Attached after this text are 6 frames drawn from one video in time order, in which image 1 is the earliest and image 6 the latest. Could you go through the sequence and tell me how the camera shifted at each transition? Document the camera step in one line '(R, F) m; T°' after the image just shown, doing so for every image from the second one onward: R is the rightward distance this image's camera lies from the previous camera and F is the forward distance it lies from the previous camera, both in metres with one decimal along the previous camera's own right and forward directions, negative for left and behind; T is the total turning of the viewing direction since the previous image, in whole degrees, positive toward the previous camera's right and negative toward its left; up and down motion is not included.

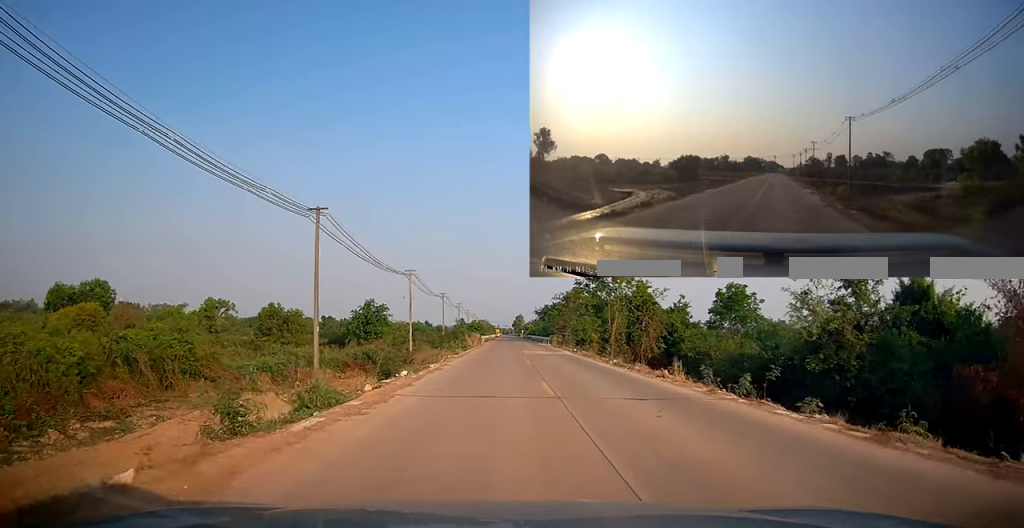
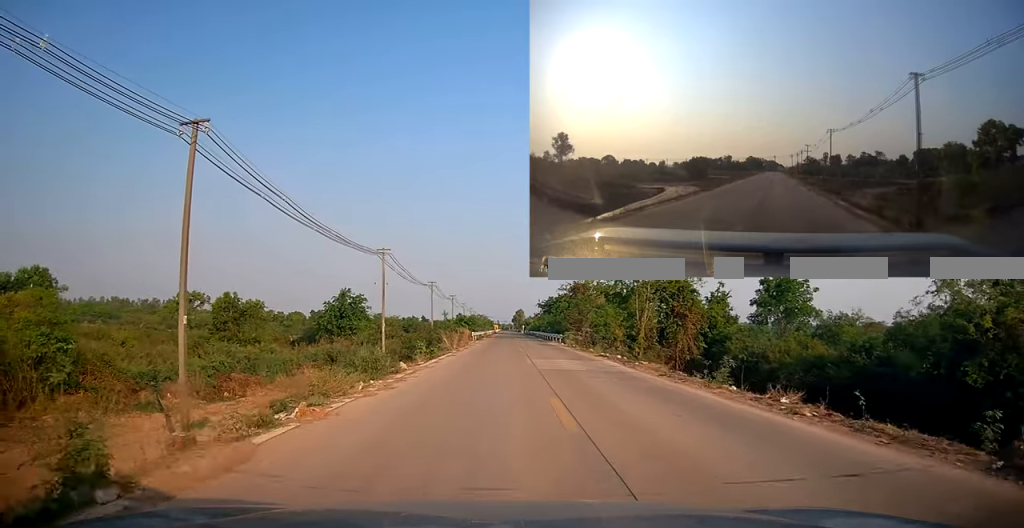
(+0.5, +16.2) m; +3°
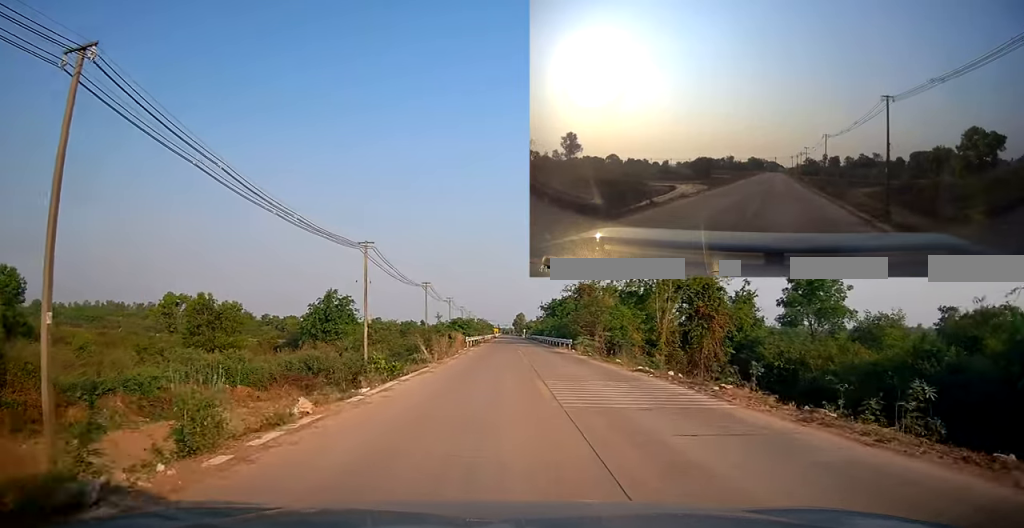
(+0.2, +7.6) m; 0°
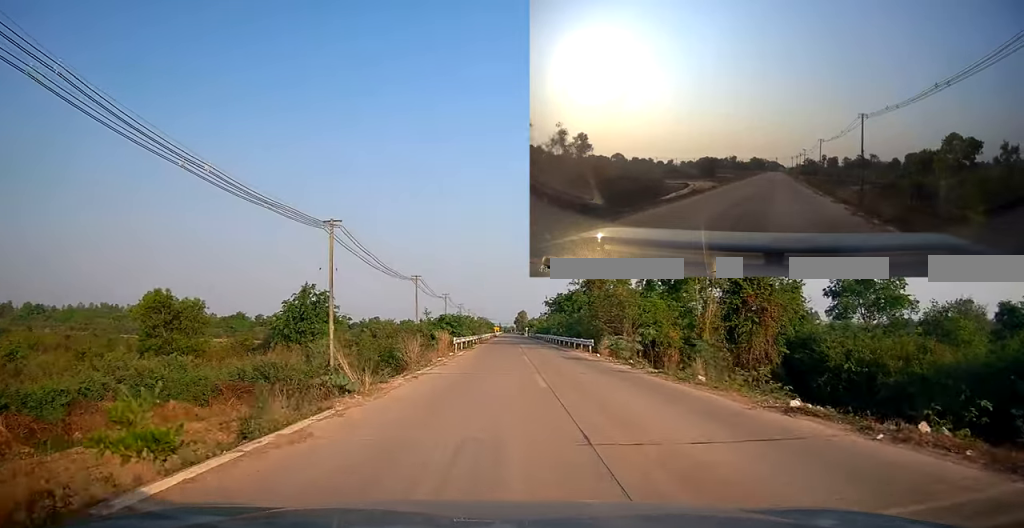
(-0.5, +10.8) m; -2°
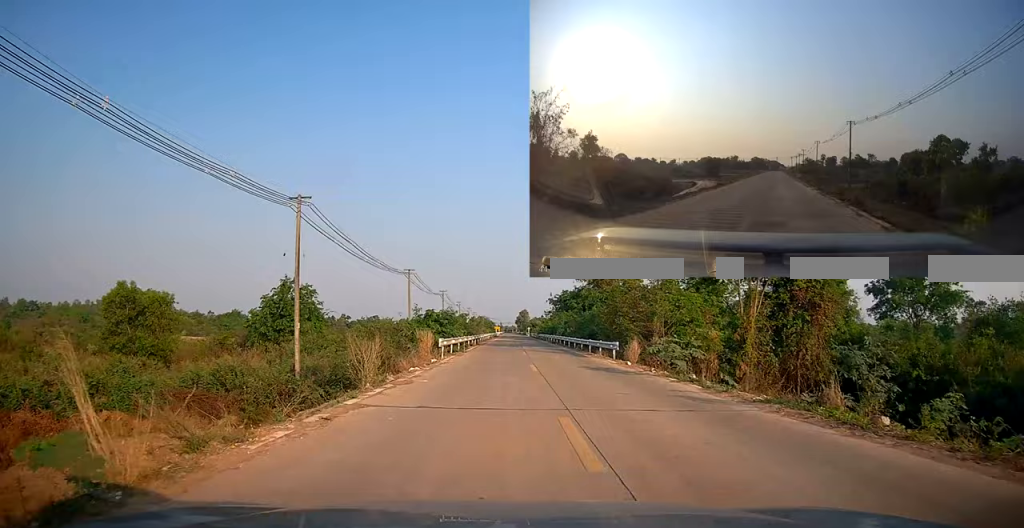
(+0.1, +7.4) m; 0°
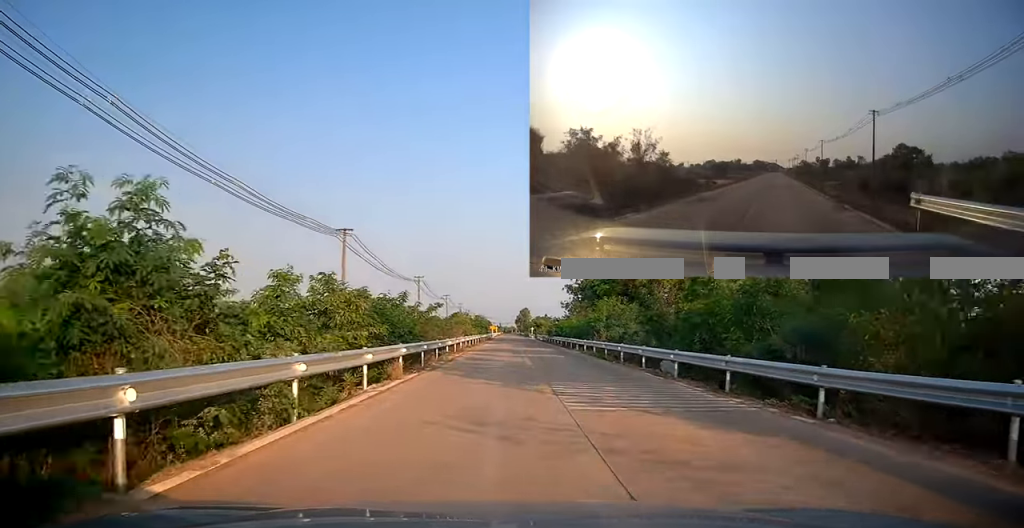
(0.0, +30.6) m; 0°
